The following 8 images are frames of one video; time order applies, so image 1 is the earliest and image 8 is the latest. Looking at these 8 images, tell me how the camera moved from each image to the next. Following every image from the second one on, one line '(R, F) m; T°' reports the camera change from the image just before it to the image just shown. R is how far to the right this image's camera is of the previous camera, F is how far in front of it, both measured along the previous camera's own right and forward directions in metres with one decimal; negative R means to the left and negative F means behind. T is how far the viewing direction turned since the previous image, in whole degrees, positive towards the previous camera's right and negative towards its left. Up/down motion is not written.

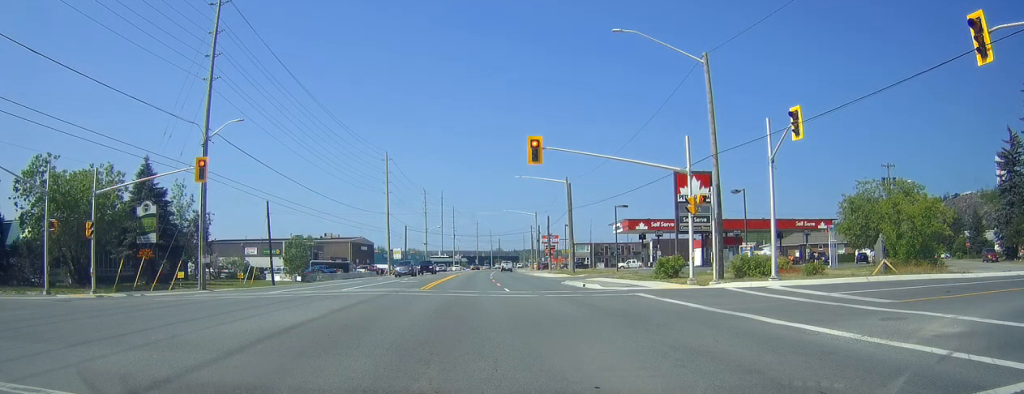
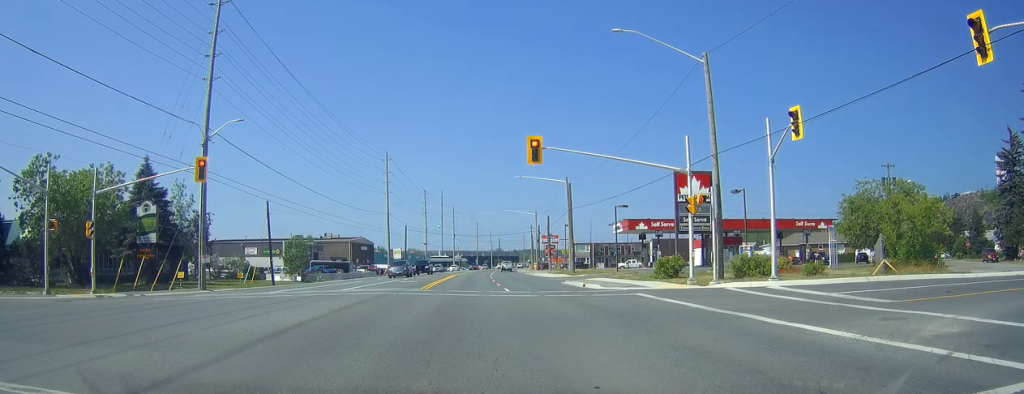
(0.0, 0.0) m; 0°
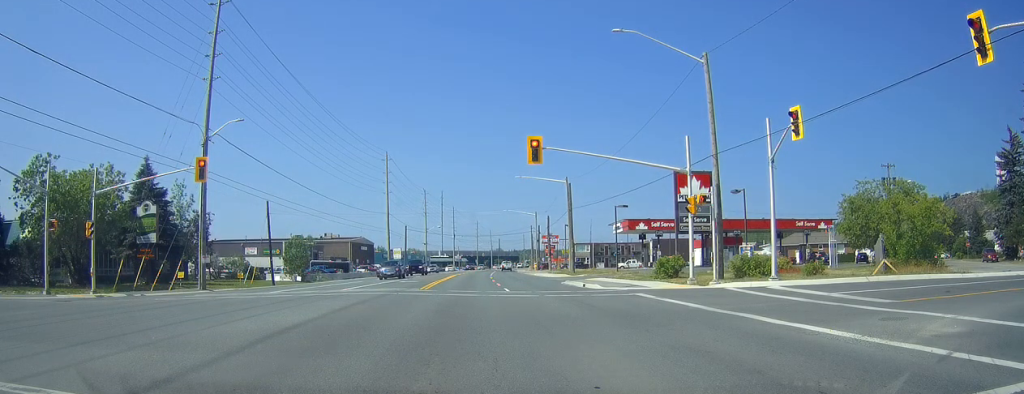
(0.0, 0.0) m; 0°
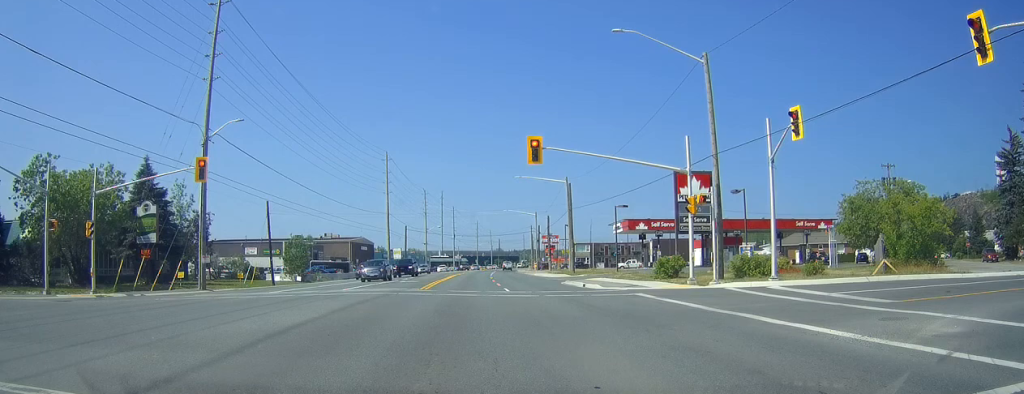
(0.0, 0.0) m; 0°
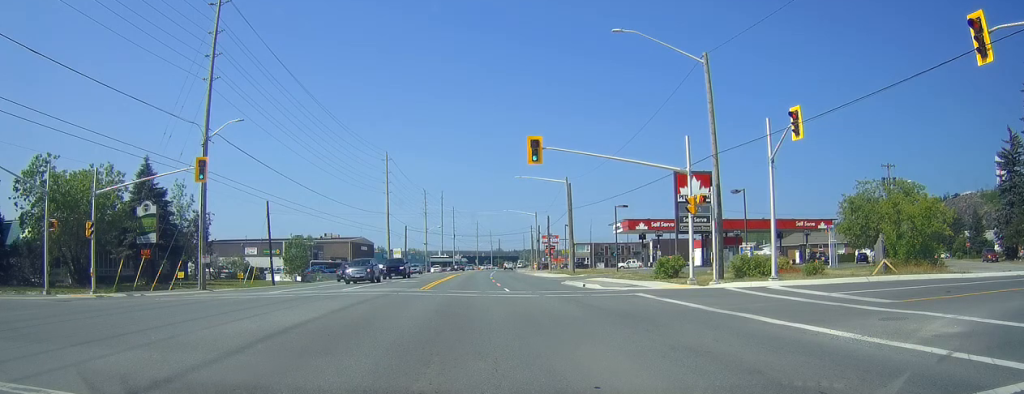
(0.0, 0.0) m; 0°
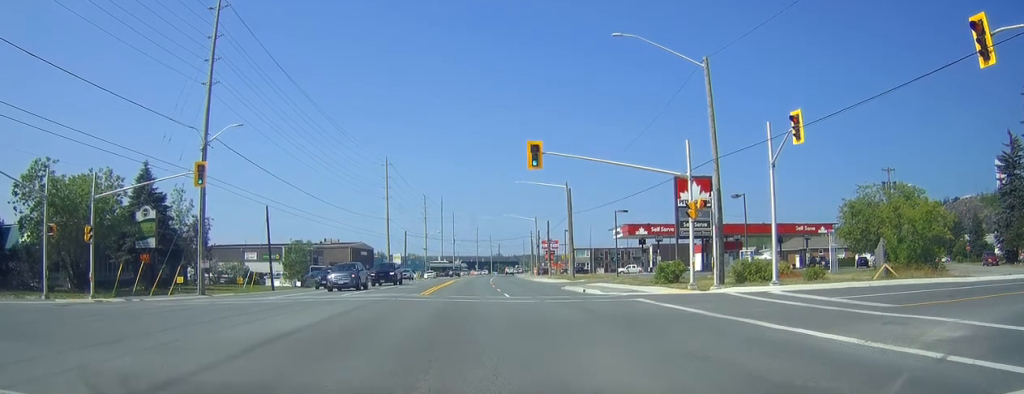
(0.0, 0.0) m; 0°
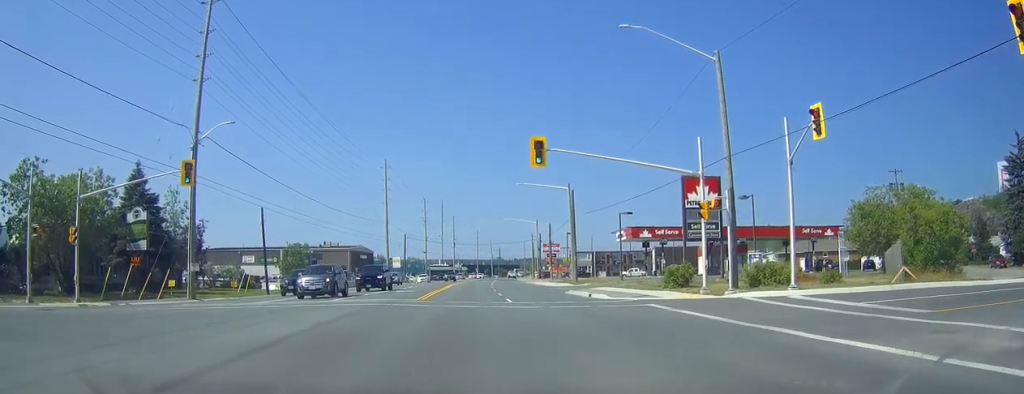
(0.0, 0.0) m; 0°
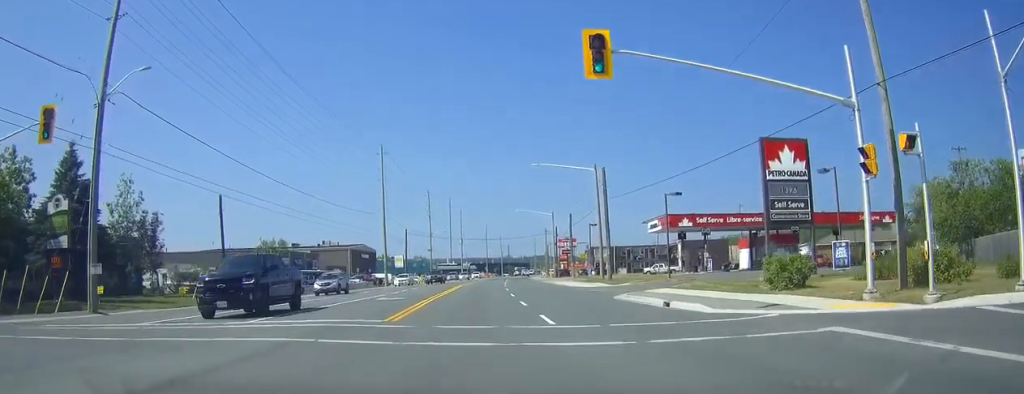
(+0.6, +6.7) m; +4°
